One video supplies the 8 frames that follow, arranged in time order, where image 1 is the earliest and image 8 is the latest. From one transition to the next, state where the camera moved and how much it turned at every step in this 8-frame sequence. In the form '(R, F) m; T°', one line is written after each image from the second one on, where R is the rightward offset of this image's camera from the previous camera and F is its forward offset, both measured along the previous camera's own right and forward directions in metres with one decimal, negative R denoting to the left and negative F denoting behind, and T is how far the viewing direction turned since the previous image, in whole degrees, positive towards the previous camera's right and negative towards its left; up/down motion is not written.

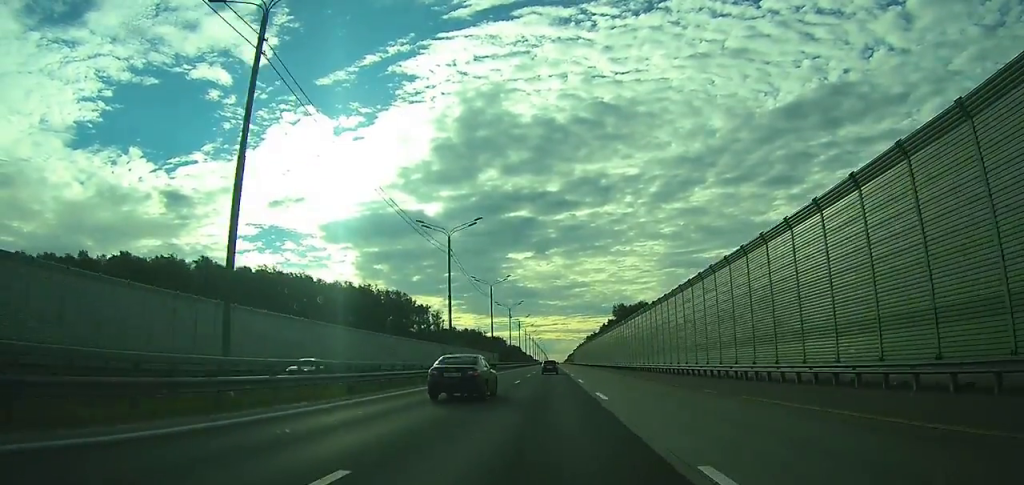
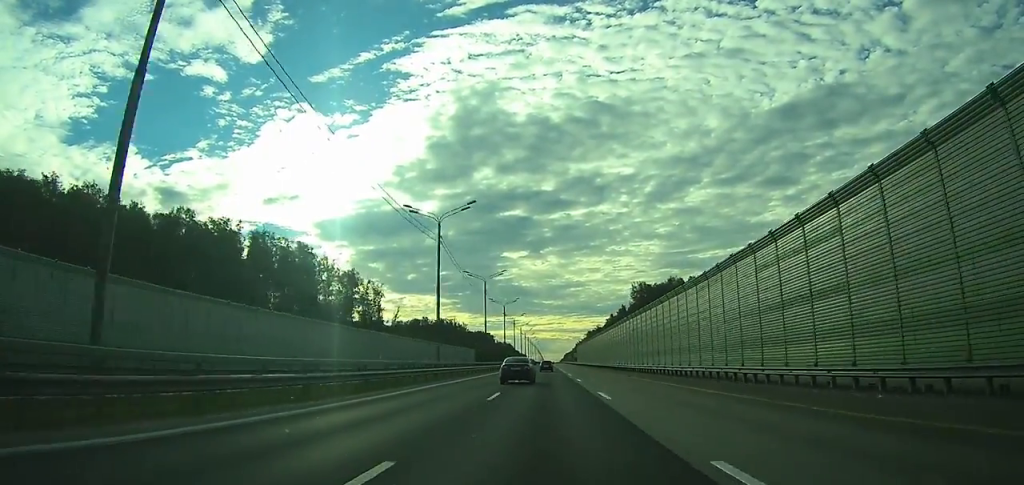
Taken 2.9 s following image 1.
(0.0, +80.3) m; 0°
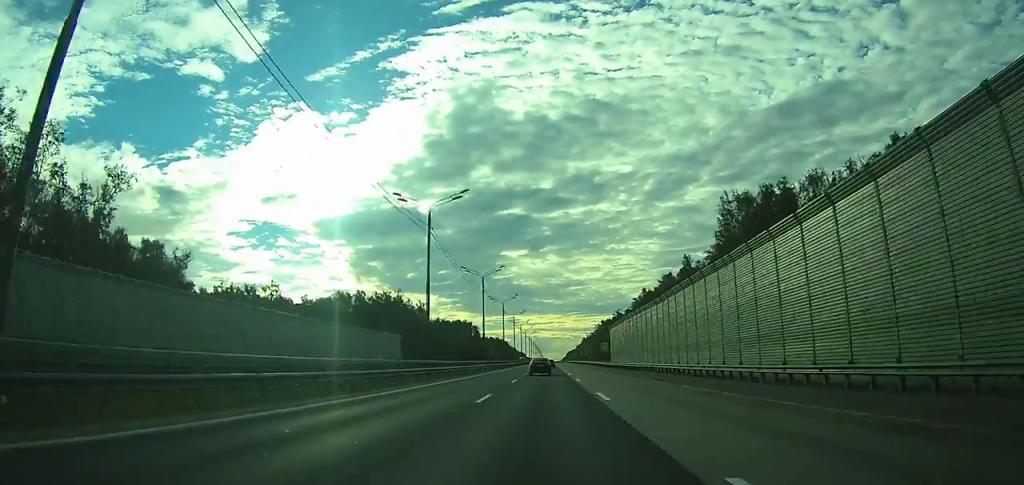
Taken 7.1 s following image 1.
(+0.4, +115.3) m; 0°
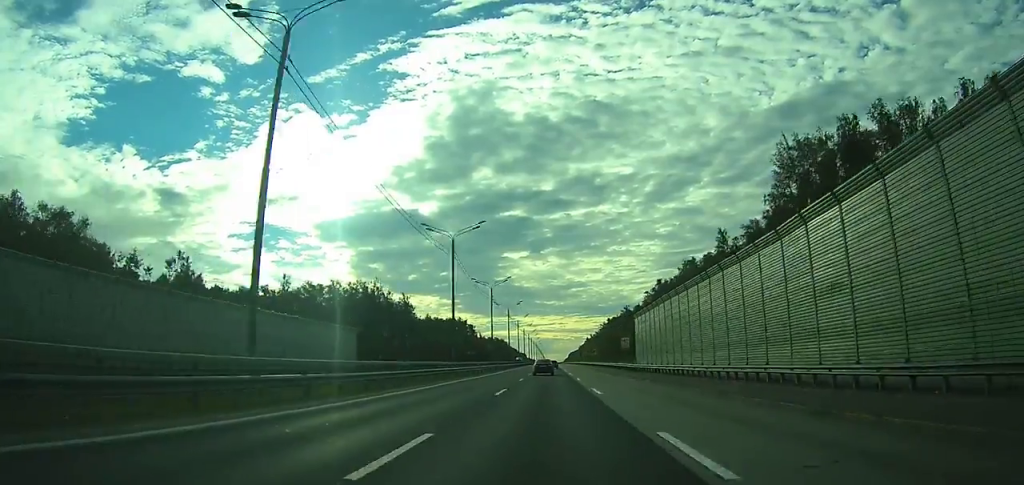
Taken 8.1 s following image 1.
(0.0, +26.1) m; 0°
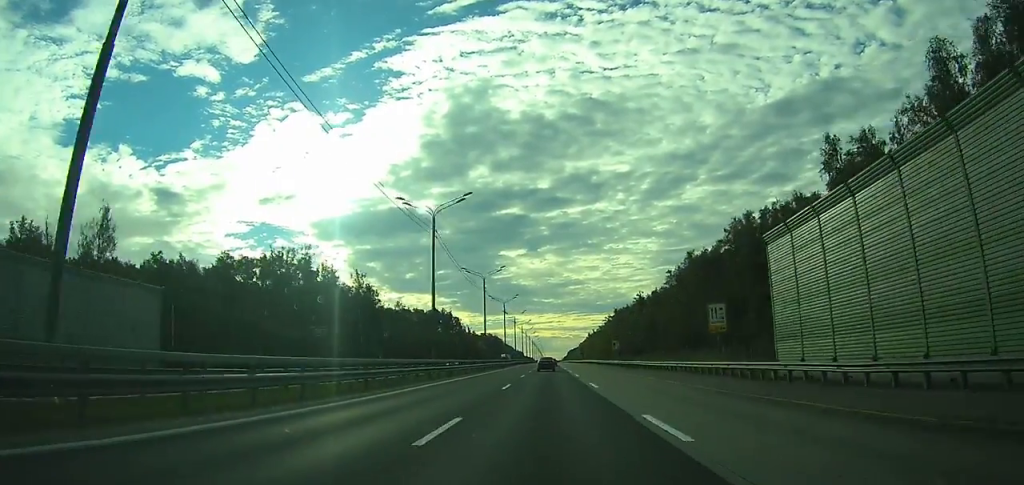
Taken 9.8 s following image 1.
(0.0, +43.3) m; 0°
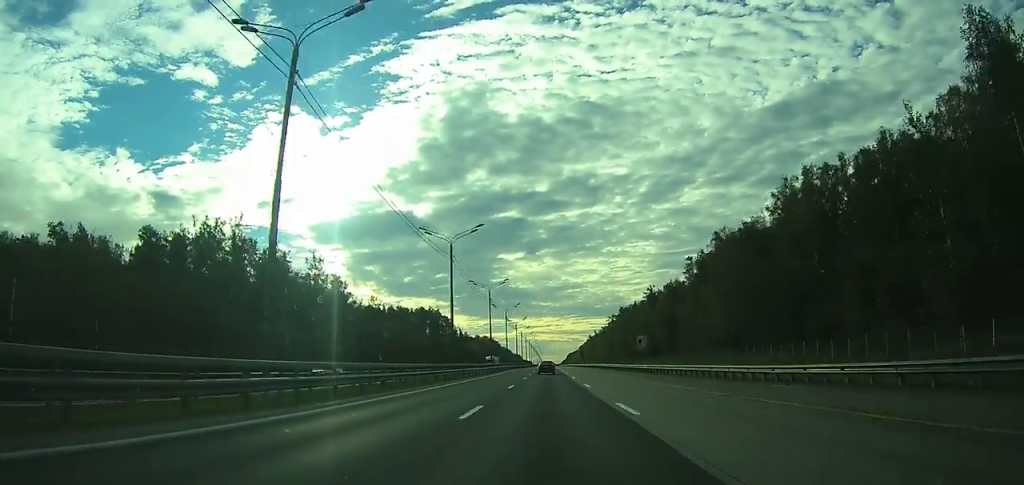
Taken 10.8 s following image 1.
(+0.1, +26.0) m; 0°
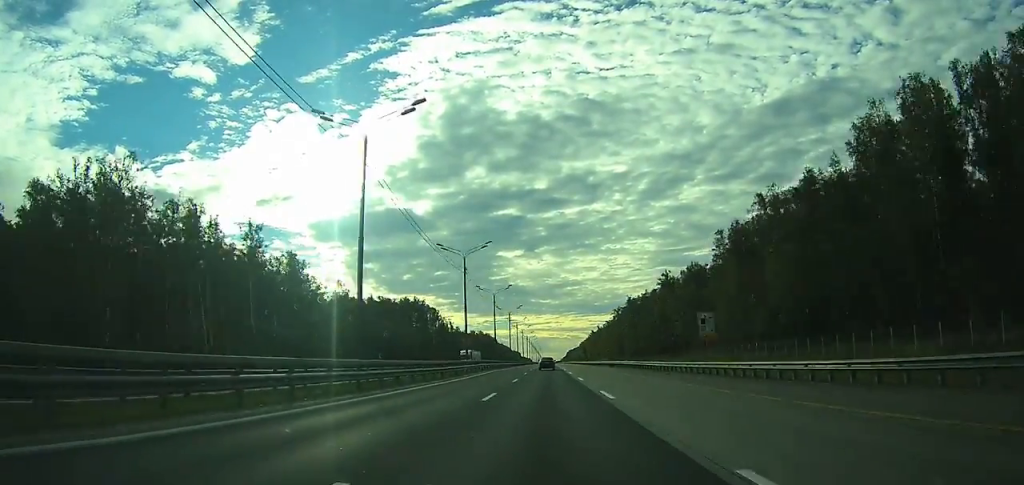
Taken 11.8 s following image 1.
(+0.1, +27.2) m; 0°
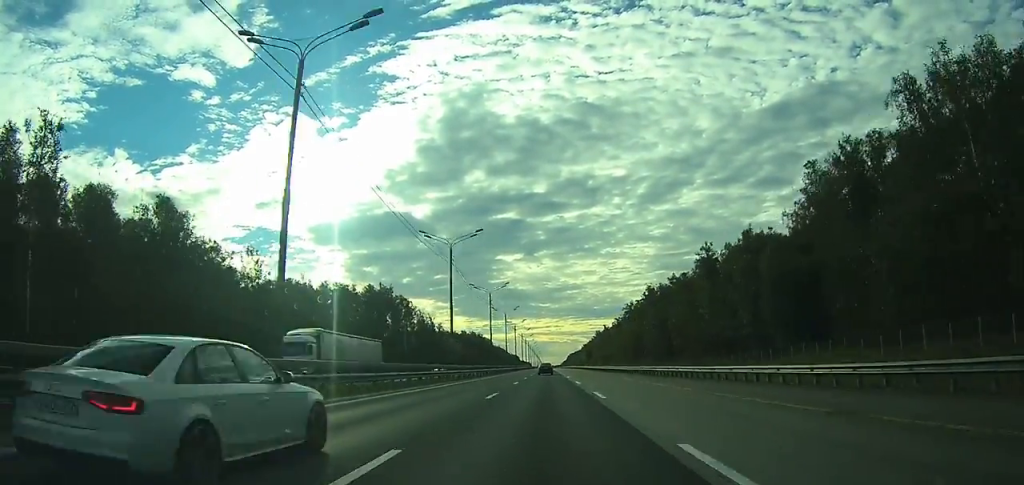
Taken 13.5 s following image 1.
(+0.1, +47.3) m; 0°
